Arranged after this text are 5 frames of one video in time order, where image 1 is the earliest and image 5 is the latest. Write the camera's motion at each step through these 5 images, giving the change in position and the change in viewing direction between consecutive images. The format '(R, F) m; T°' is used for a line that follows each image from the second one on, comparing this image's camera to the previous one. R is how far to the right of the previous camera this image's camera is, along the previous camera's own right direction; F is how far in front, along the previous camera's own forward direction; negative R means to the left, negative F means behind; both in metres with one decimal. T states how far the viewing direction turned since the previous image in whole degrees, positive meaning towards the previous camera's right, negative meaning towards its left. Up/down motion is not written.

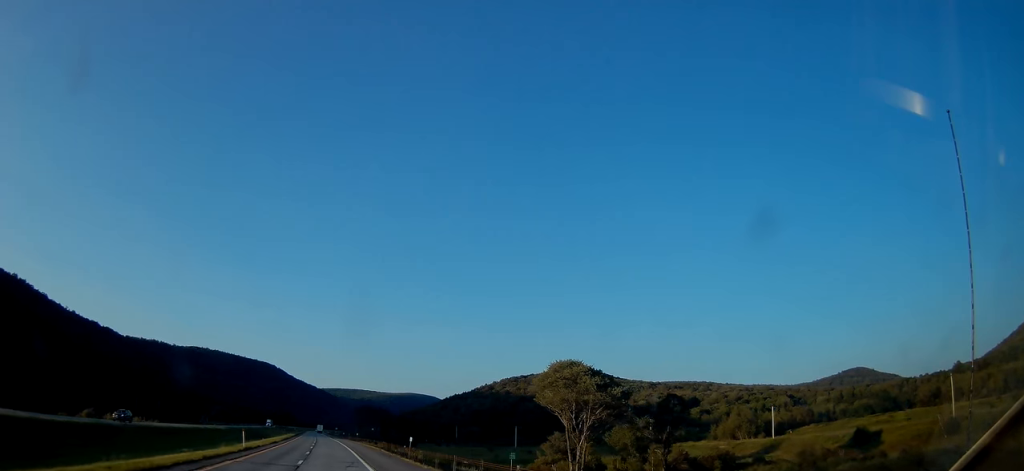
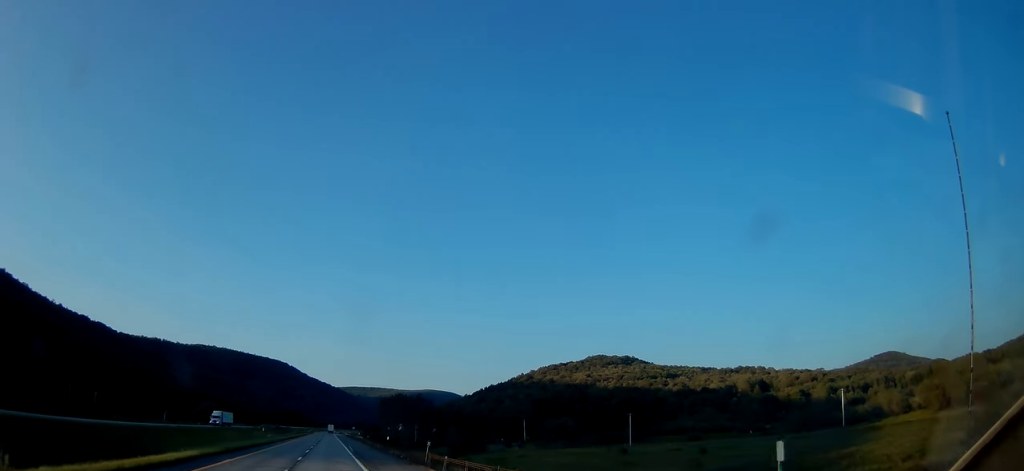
(-2.4, +108.6) m; -2°
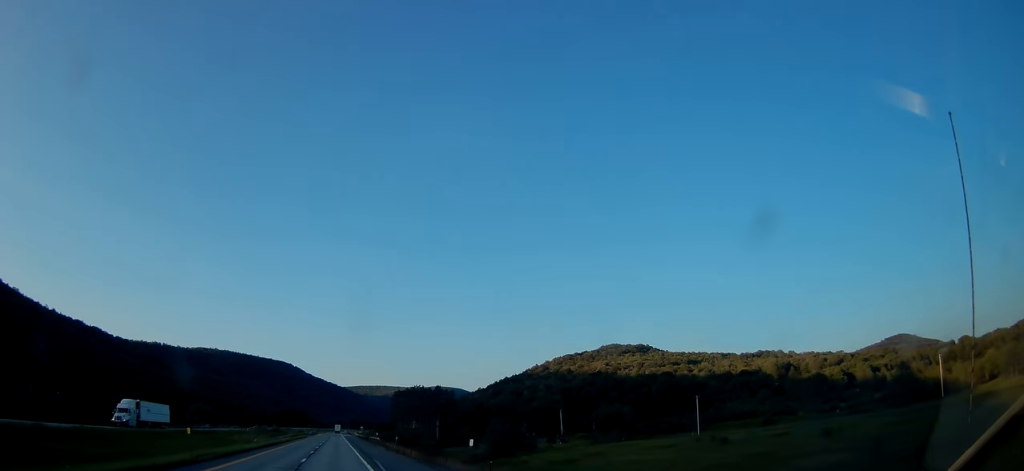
(0.0, +37.4) m; 0°
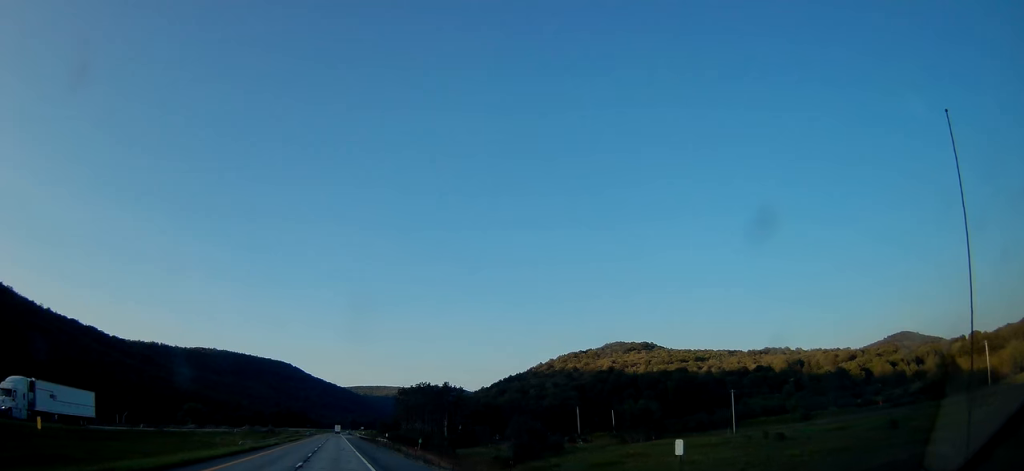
(0.0, +17.0) m; 0°
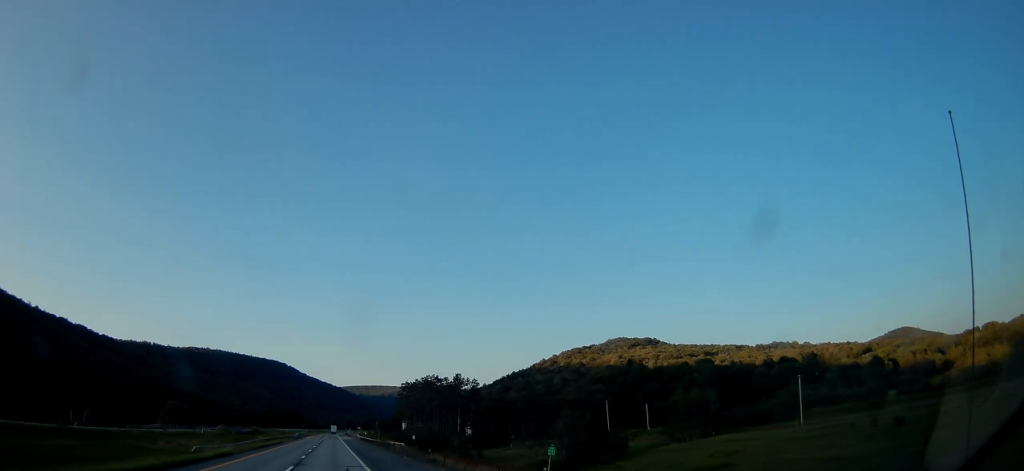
(+0.1, +27.9) m; 0°
